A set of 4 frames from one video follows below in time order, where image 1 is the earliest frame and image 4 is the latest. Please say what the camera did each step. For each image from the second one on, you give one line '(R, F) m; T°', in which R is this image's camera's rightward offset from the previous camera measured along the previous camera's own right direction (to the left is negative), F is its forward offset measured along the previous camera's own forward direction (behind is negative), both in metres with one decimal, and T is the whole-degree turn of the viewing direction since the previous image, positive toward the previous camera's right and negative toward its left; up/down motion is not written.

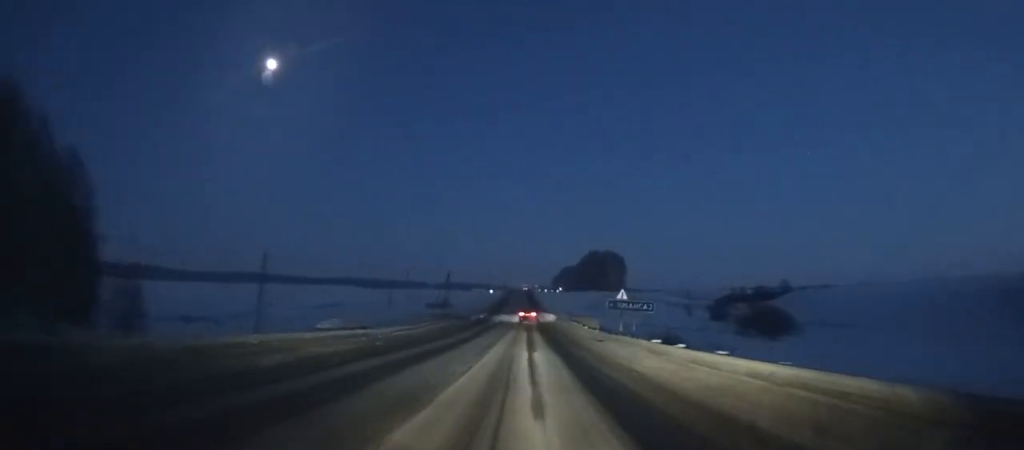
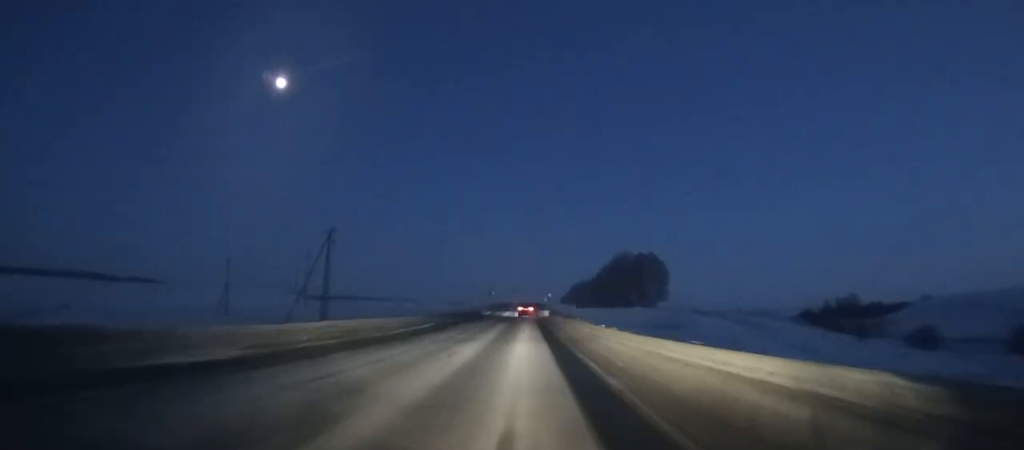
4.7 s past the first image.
(-0.3, +82.3) m; -1°
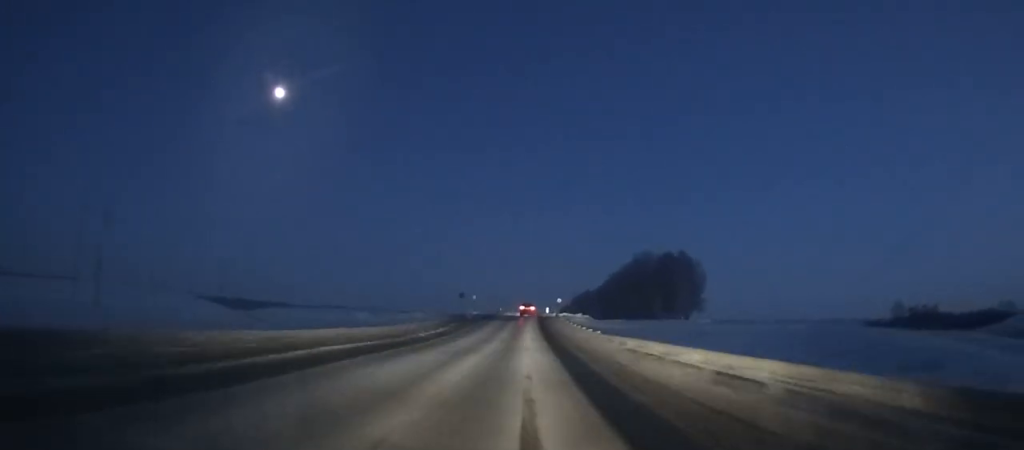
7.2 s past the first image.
(-0.3, +47.1) m; 0°
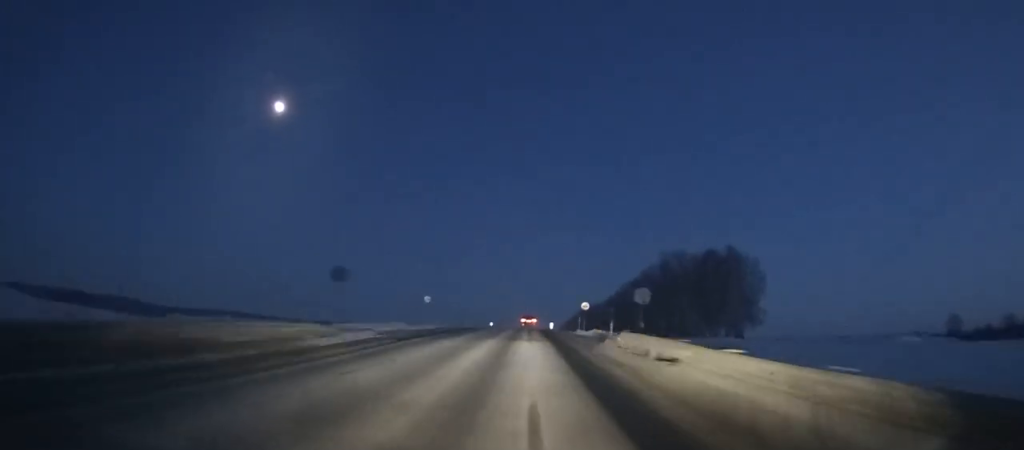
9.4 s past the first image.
(+0.1, +42.9) m; 0°
